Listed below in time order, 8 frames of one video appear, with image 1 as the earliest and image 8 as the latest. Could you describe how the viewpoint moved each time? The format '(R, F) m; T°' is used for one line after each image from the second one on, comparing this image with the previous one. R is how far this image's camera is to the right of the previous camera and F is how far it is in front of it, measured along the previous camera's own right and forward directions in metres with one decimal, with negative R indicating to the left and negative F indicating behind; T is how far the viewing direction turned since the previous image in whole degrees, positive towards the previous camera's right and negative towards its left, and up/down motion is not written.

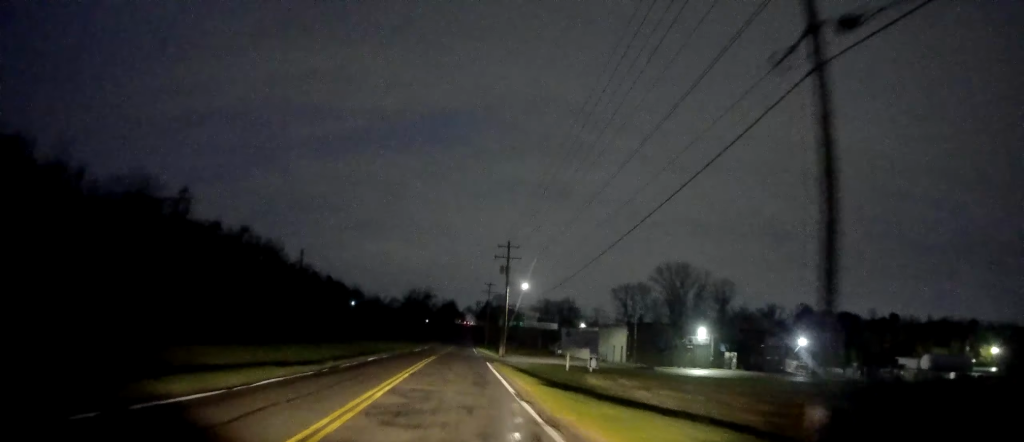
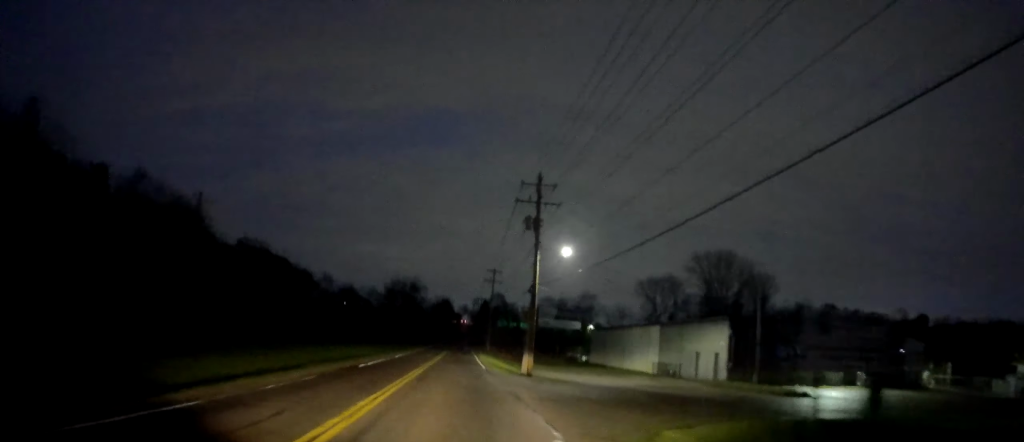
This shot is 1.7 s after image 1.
(+0.2, +28.5) m; 0°
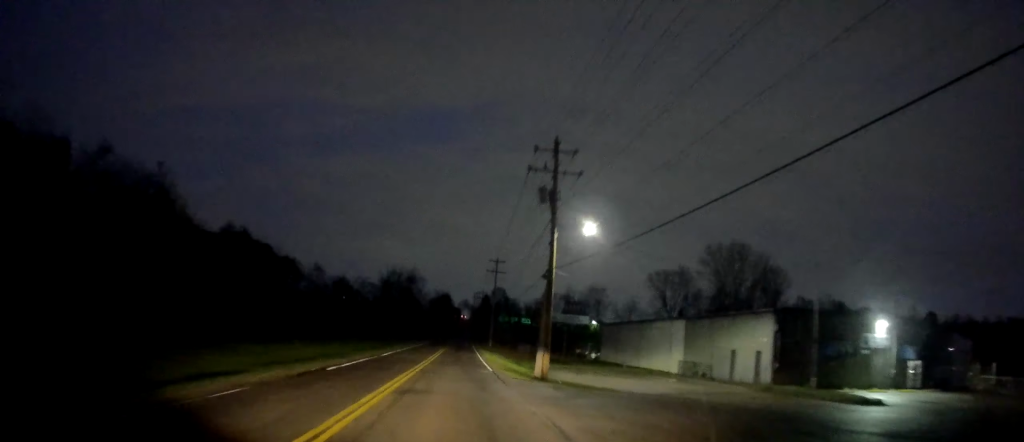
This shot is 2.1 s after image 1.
(+0.2, +6.7) m; 0°
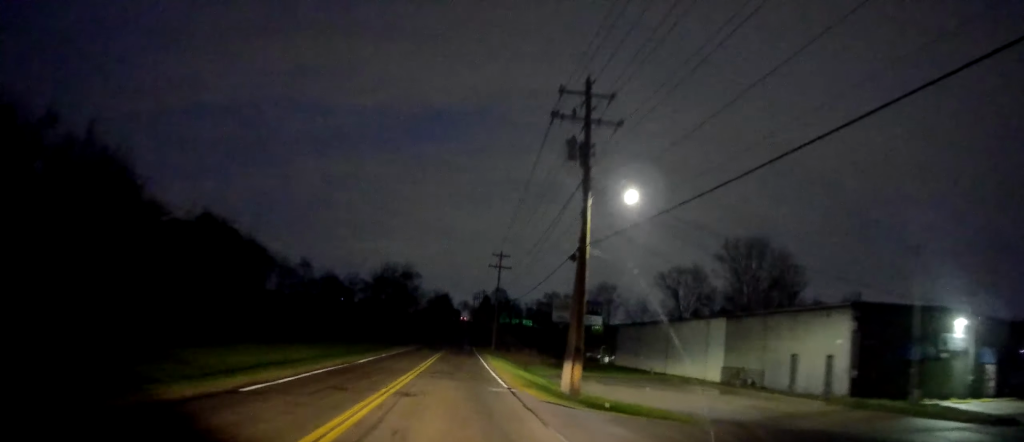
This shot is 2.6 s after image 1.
(0.0, +8.3) m; 0°
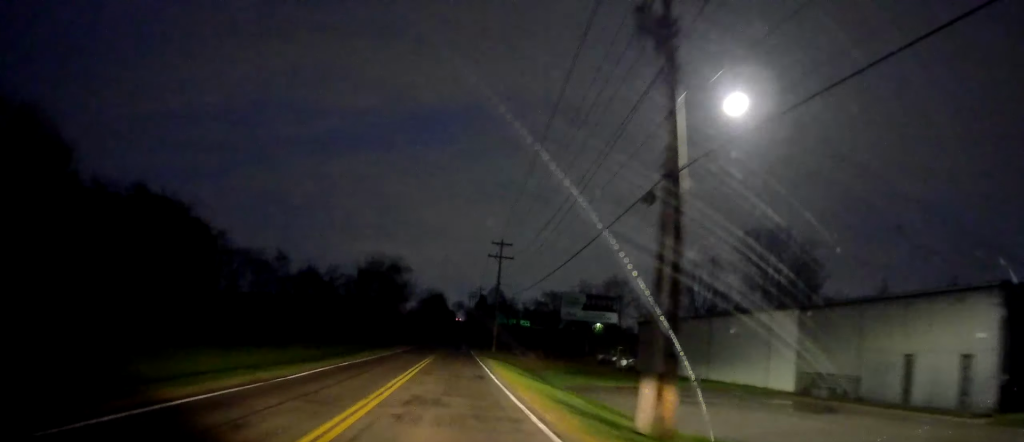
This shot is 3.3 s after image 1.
(-0.4, +10.5) m; 0°
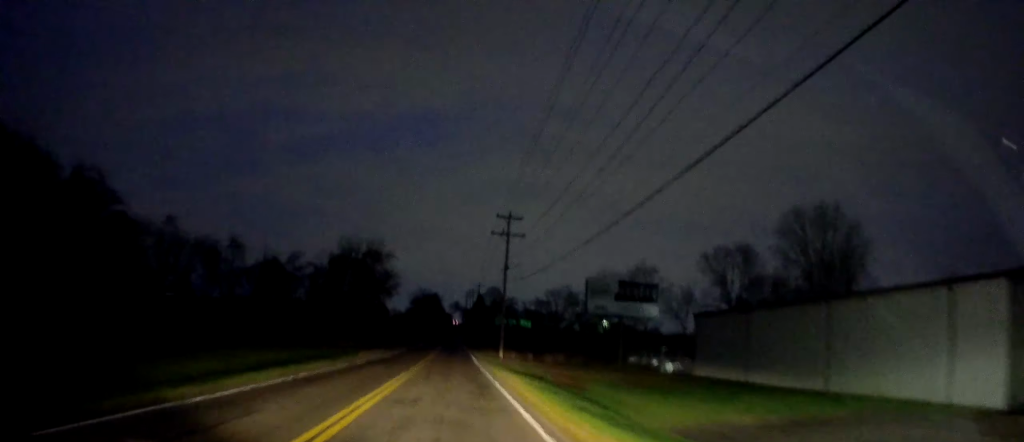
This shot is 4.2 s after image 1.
(+0.4, +16.3) m; 0°
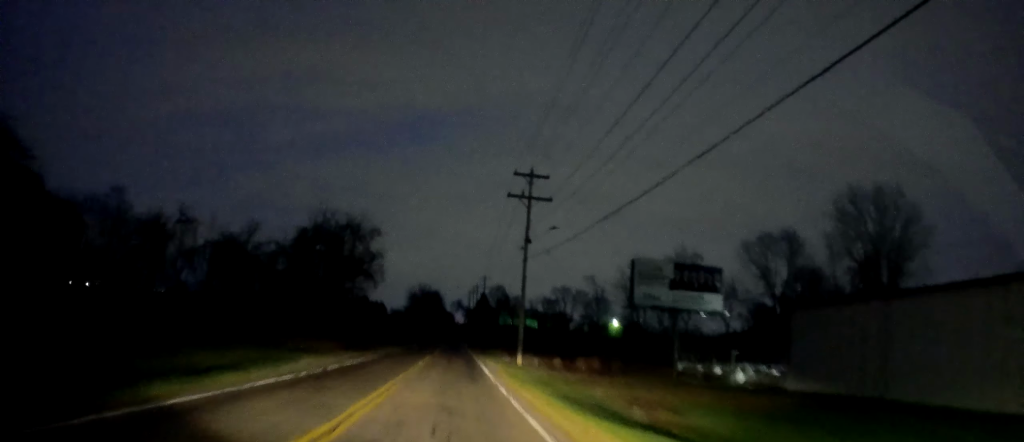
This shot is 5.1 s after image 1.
(-0.3, +14.2) m; 0°
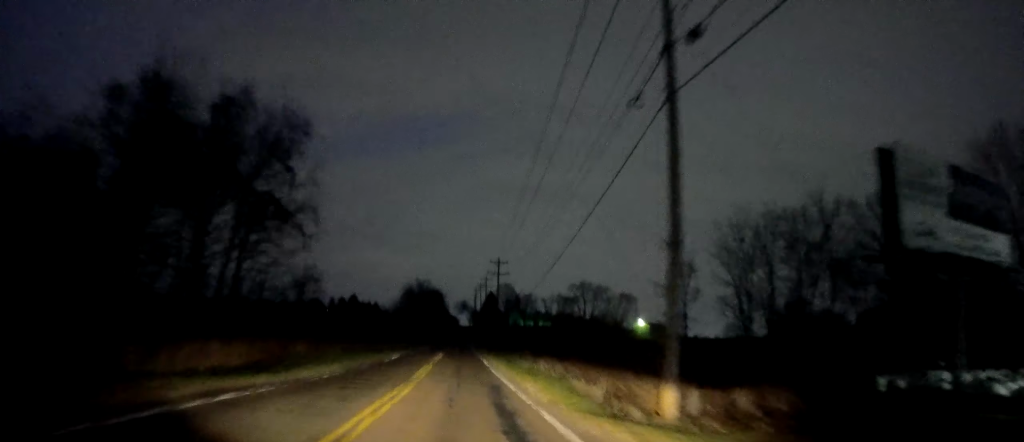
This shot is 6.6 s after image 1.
(+0.5, +26.5) m; +1°
